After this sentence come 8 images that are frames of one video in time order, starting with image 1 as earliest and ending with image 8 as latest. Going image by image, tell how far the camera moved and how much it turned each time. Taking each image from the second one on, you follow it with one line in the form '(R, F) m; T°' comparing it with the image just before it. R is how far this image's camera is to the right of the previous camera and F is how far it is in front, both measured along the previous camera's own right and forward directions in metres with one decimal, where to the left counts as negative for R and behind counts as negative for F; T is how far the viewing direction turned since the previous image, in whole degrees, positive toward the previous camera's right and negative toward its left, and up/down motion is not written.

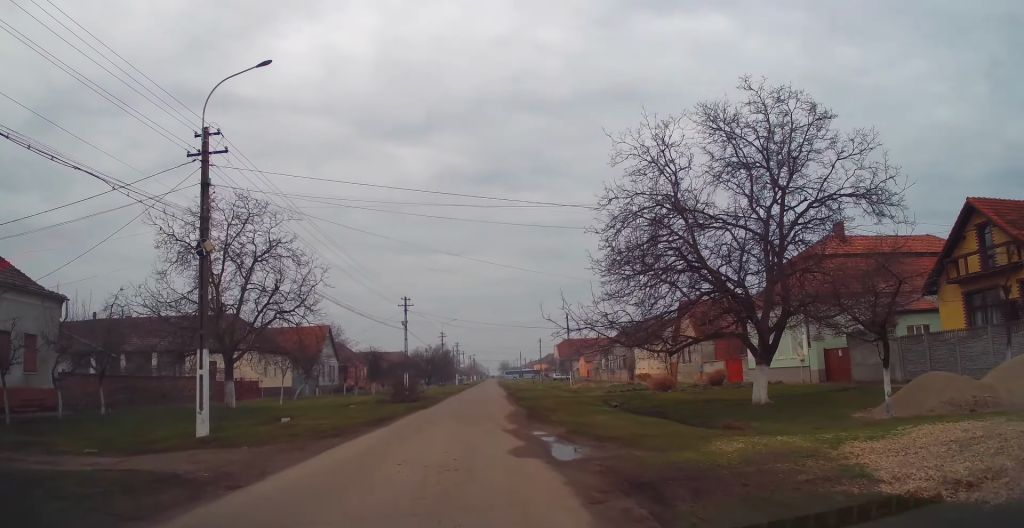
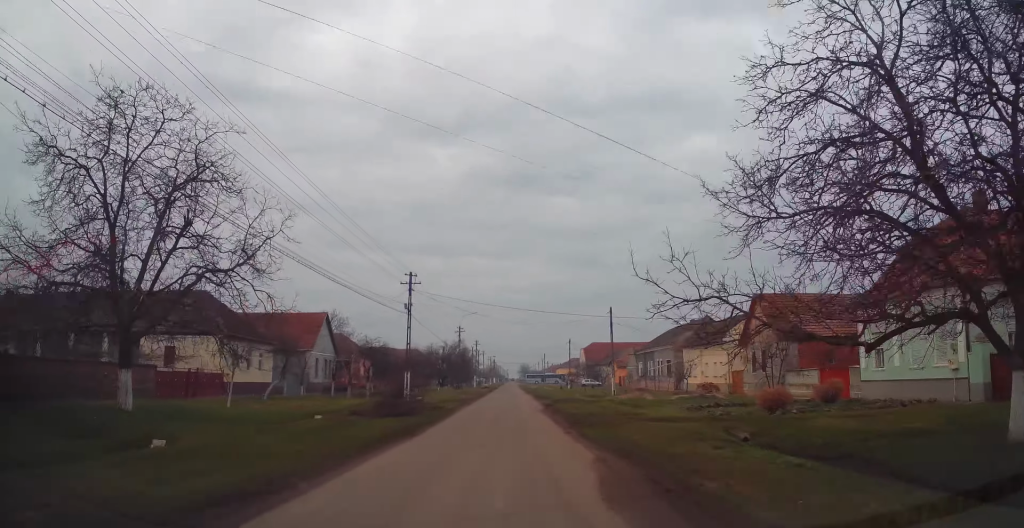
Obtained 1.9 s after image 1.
(+0.2, +11.1) m; 0°
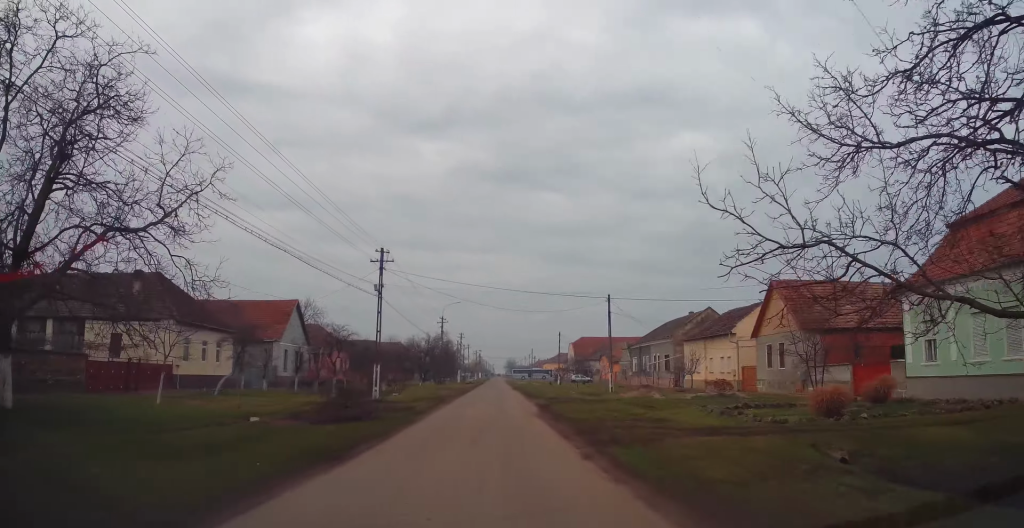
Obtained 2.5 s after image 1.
(0.0, +4.8) m; 0°
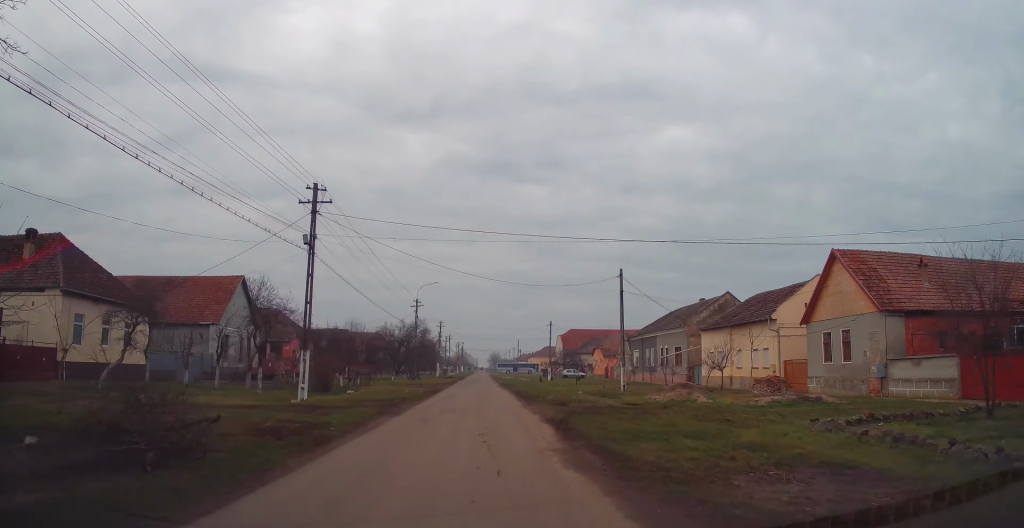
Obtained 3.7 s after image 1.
(0.0, +9.8) m; 0°
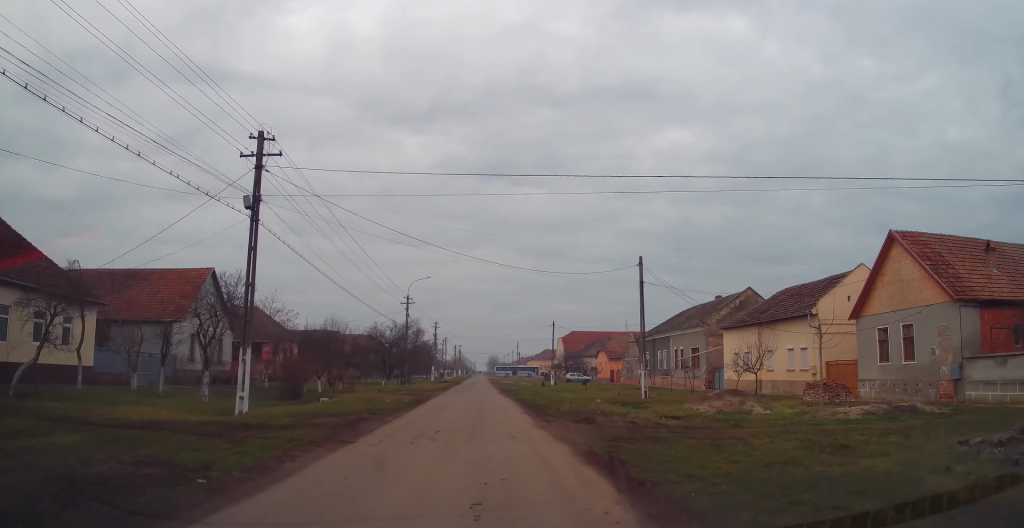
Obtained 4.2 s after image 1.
(-0.1, +5.4) m; +1°
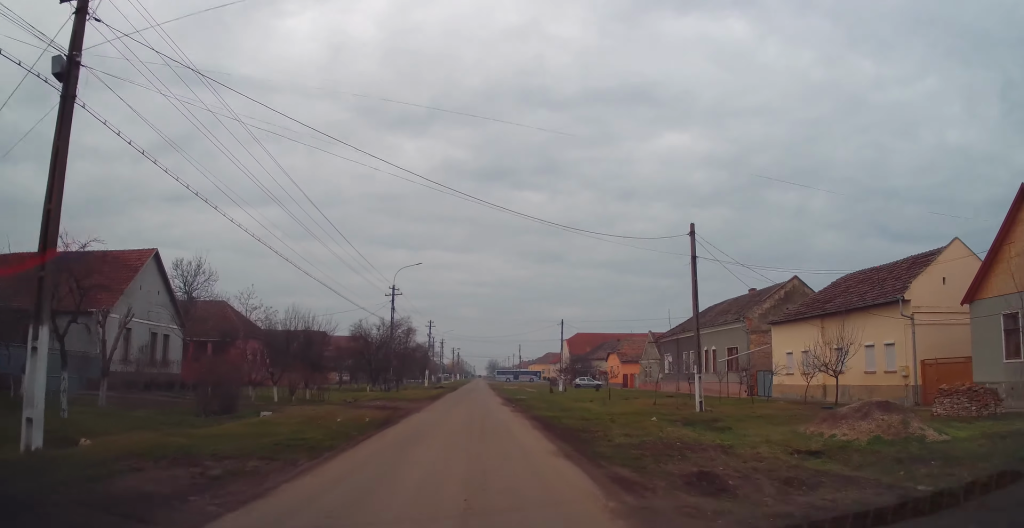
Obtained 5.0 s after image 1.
(+0.4, +8.4) m; +1°
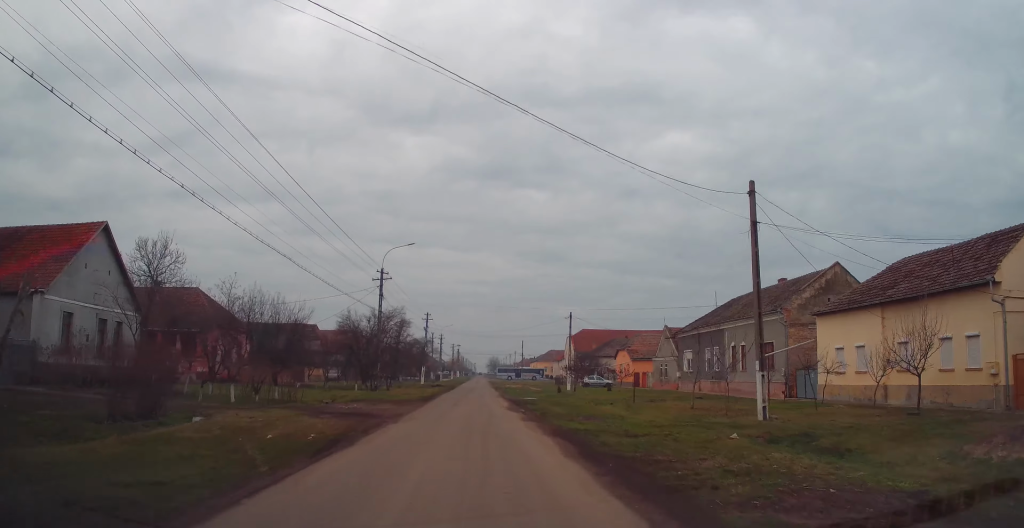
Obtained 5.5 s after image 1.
(-0.1, +5.6) m; -1°
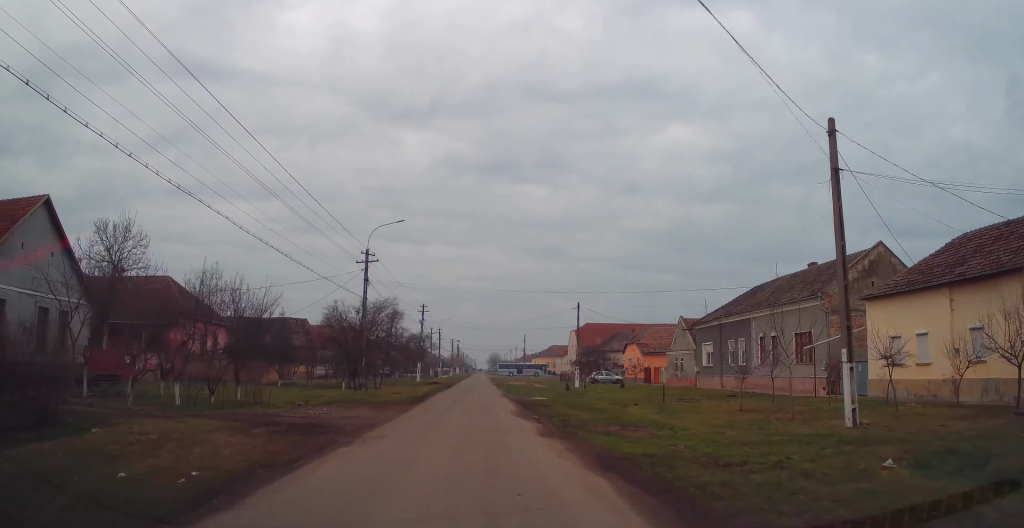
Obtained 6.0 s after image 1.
(-0.1, +4.9) m; -1°
